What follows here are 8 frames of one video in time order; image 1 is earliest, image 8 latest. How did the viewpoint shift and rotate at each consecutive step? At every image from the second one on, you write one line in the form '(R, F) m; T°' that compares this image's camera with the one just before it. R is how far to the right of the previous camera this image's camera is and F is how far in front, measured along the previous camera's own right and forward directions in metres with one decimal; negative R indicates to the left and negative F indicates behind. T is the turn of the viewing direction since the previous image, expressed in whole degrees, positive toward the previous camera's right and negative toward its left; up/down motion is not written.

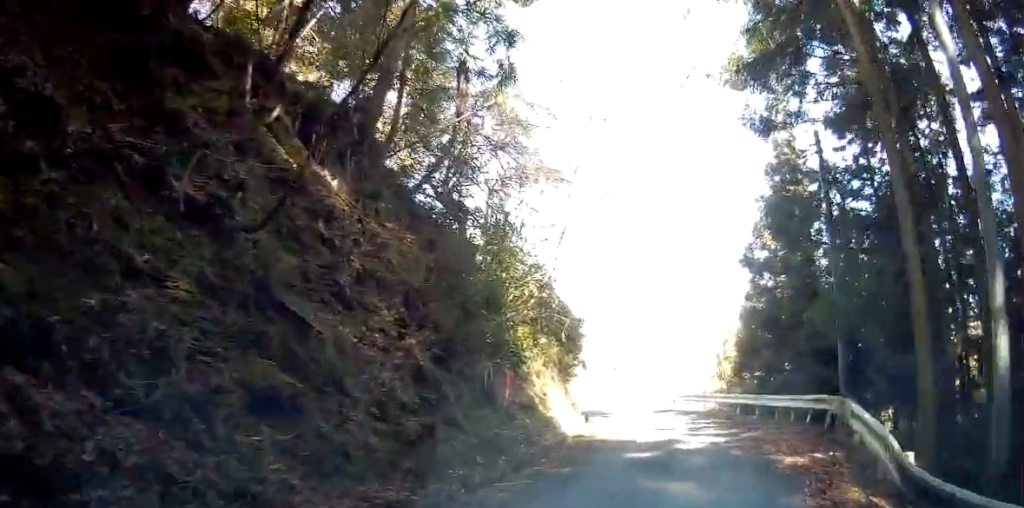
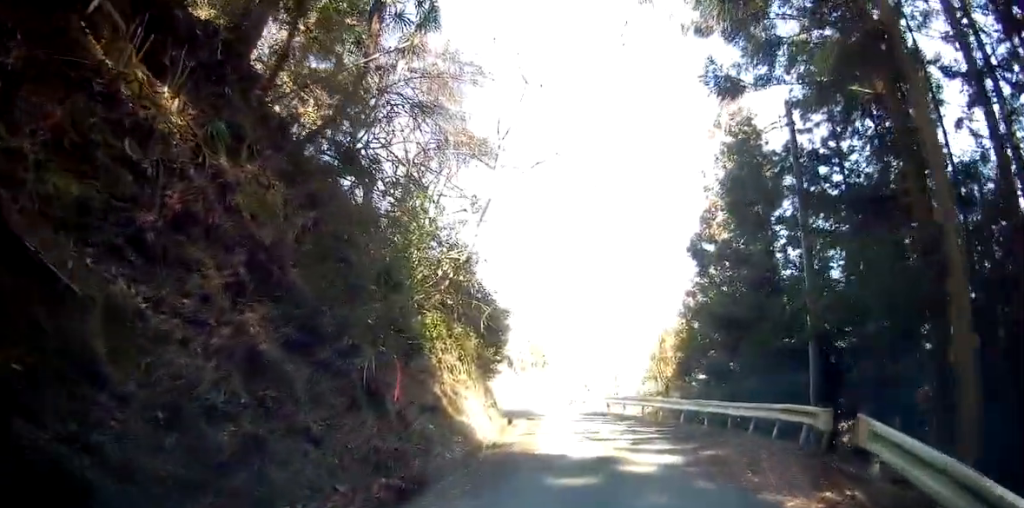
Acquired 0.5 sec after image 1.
(+0.2, +3.0) m; +2°
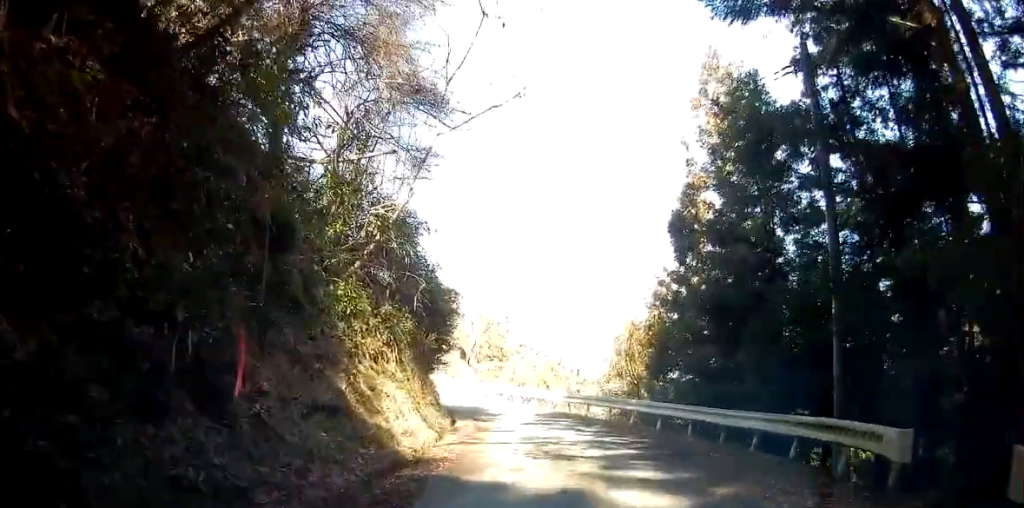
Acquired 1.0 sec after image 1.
(+0.3, +3.7) m; +1°
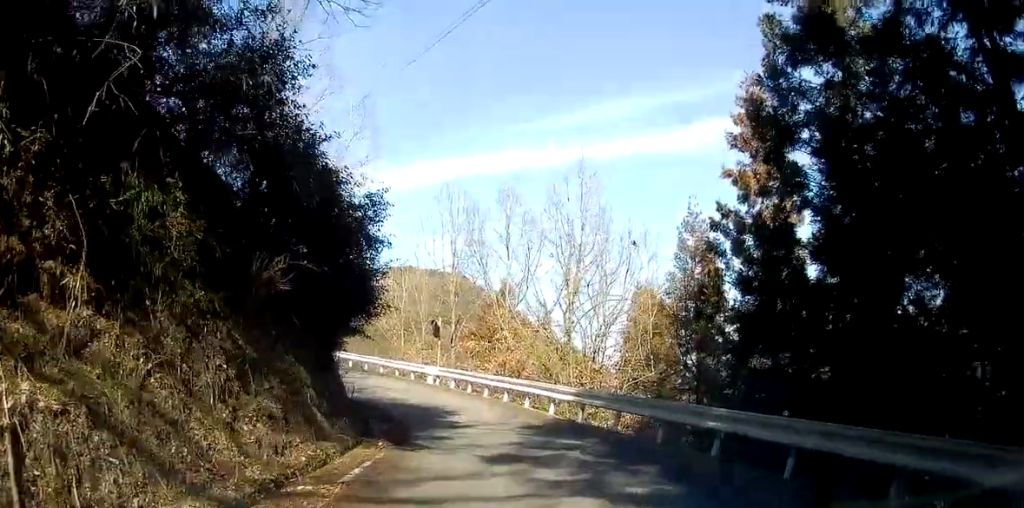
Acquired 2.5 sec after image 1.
(-0.3, +9.5) m; +5°
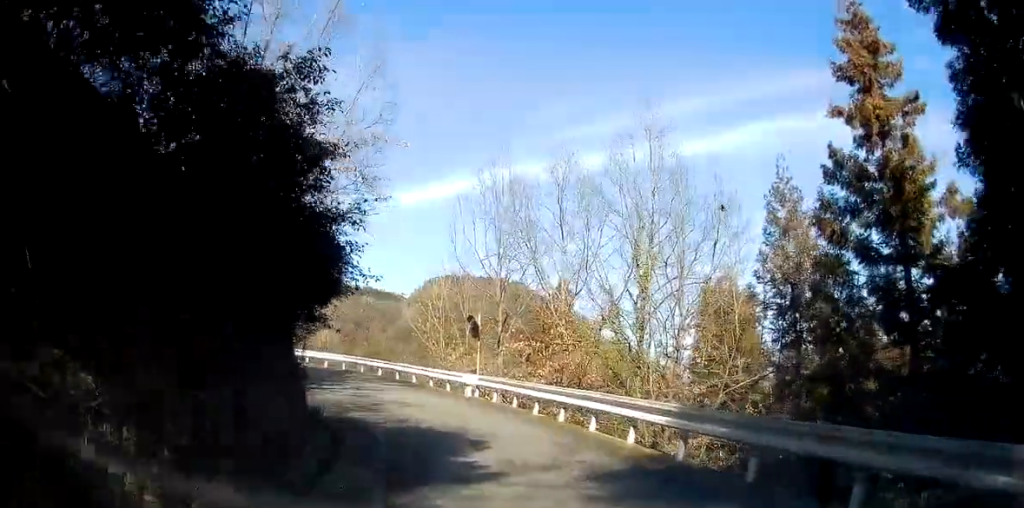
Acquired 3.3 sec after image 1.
(+0.2, +4.7) m; +6°
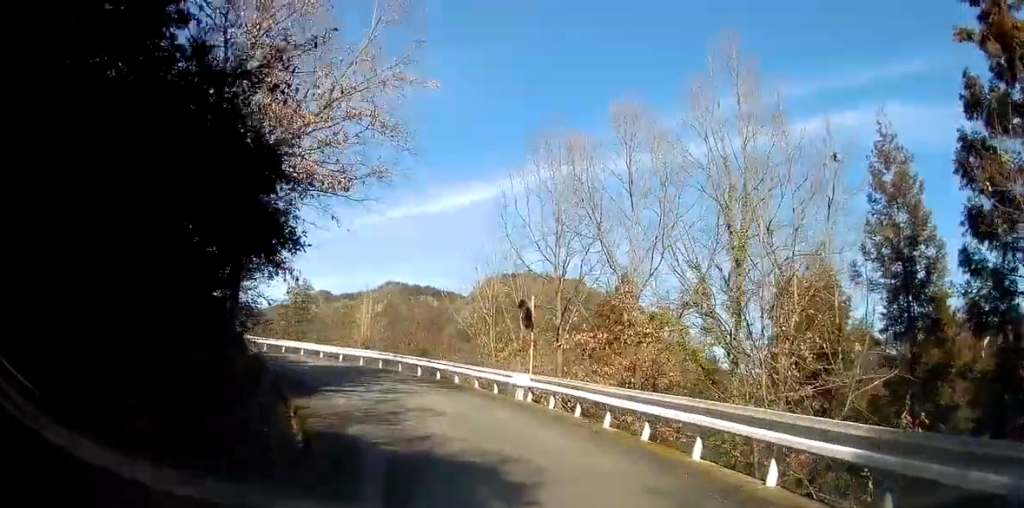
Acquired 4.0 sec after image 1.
(+1.0, +3.1) m; -8°
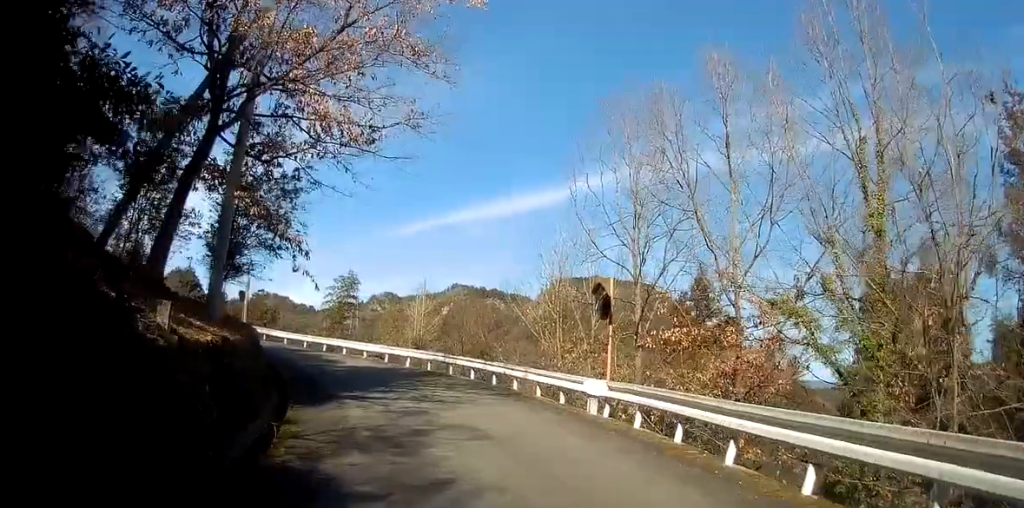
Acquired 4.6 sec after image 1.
(-0.8, +3.4) m; -12°
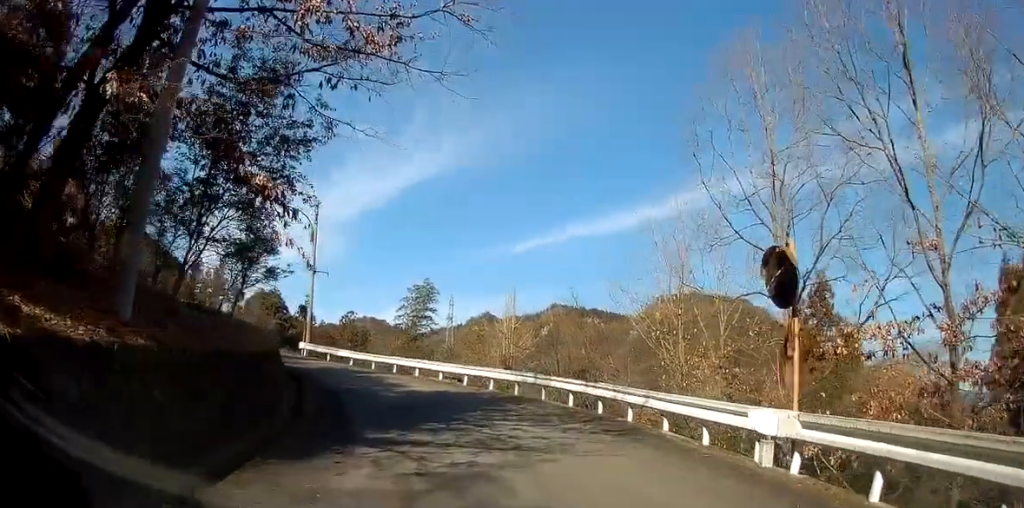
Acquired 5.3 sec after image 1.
(-1.0, +4.9) m; -16°
